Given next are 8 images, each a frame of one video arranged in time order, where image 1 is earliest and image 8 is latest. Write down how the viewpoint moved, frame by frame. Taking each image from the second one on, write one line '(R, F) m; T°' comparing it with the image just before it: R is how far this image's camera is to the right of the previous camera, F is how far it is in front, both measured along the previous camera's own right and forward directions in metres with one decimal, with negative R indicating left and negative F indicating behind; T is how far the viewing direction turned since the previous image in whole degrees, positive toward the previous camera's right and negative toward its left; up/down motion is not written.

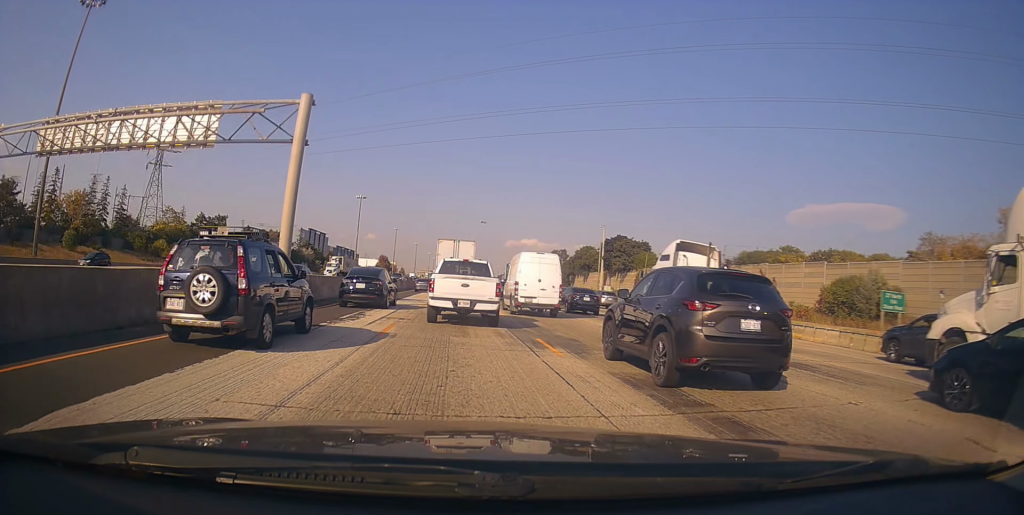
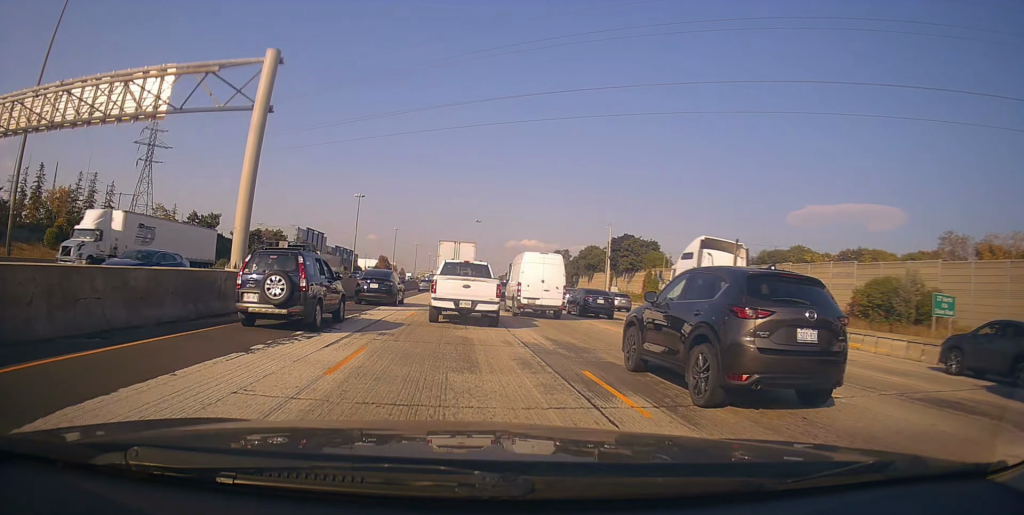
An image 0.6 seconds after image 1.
(0.0, +4.9) m; +1°
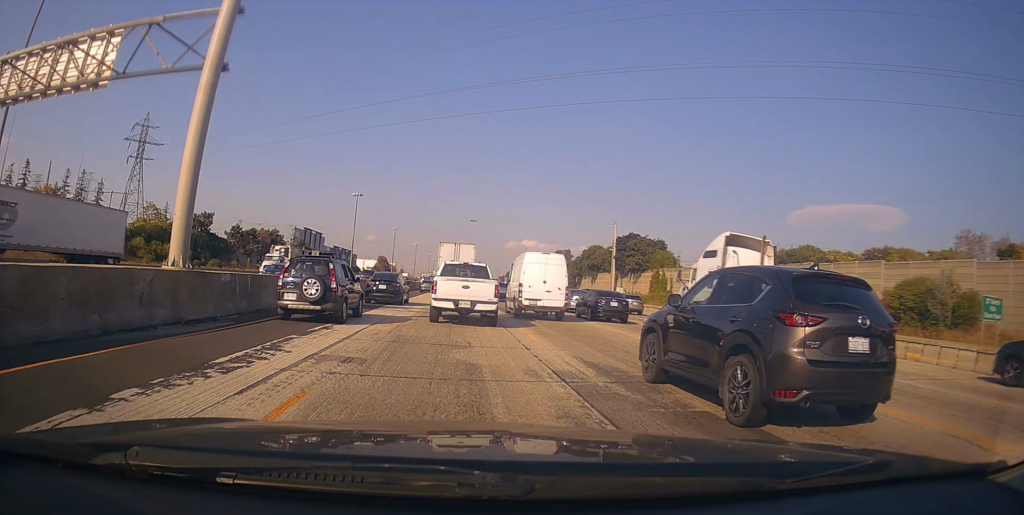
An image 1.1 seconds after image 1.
(-0.1, +4.1) m; +1°
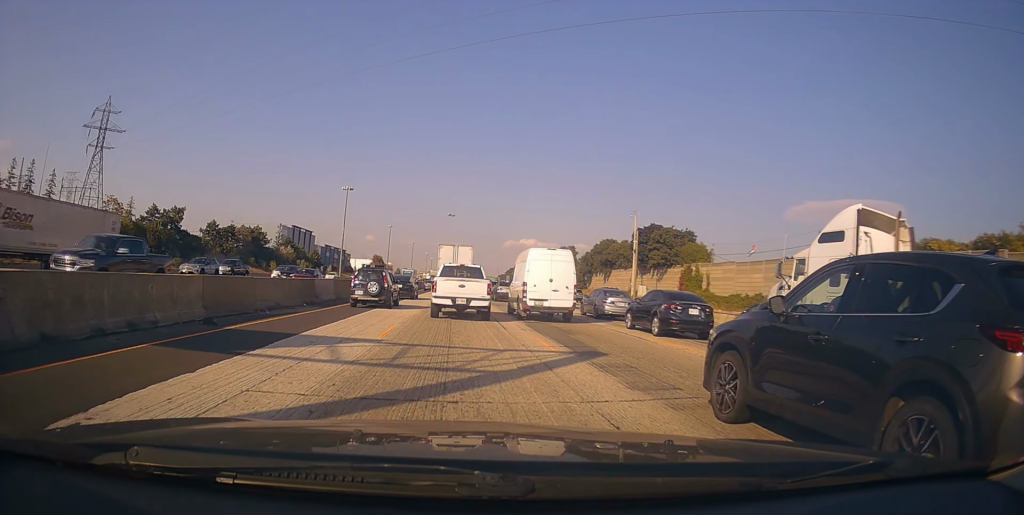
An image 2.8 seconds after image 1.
(+0.9, +14.5) m; +2°
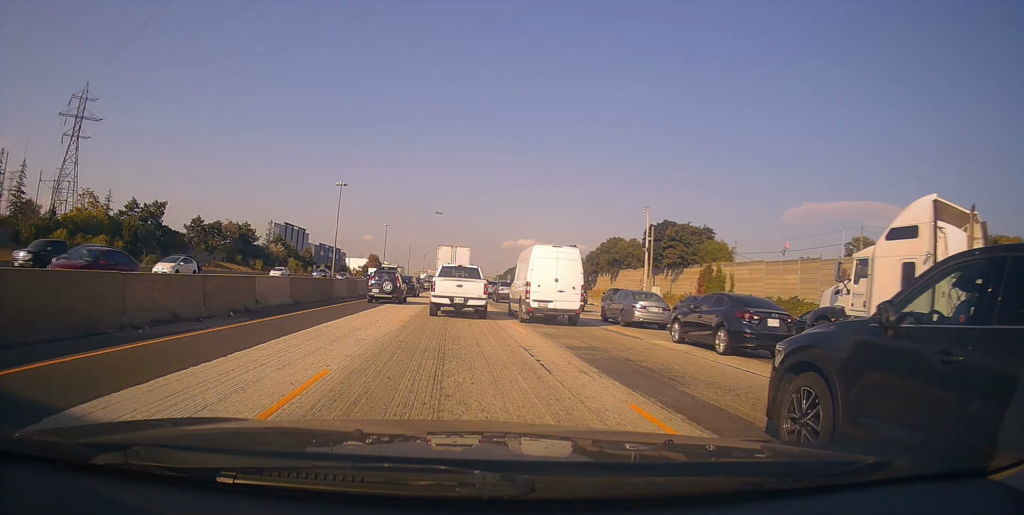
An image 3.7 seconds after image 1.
(-0.3, +7.9) m; -1°
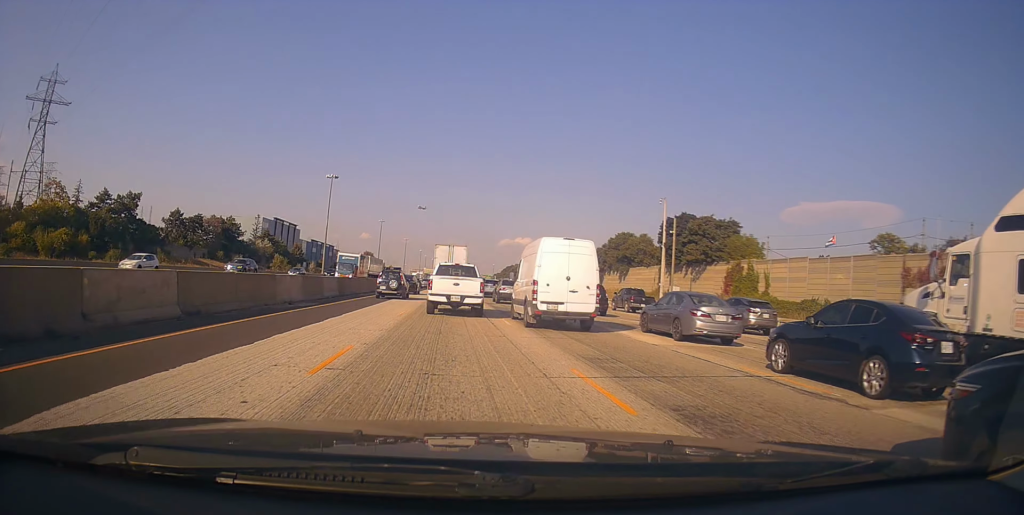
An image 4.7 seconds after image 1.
(+0.2, +9.3) m; +1°
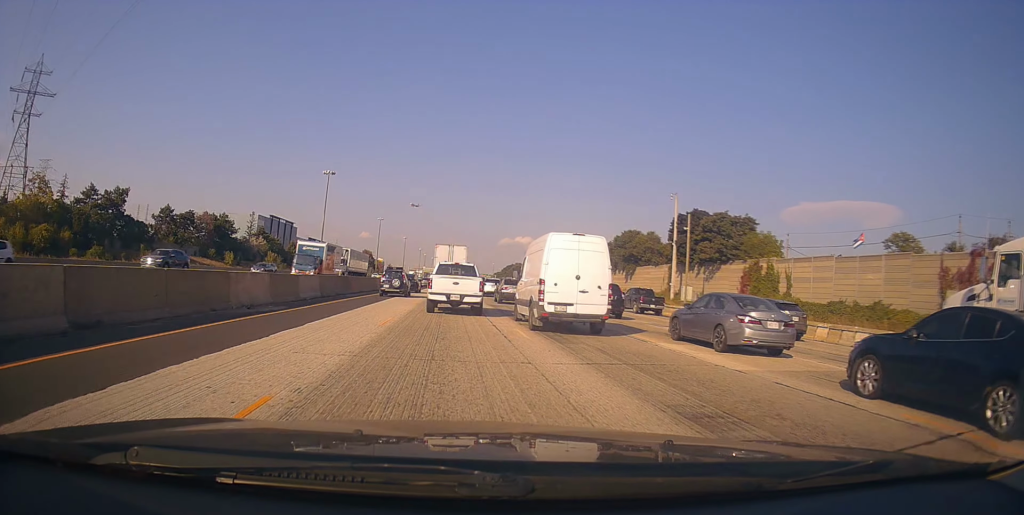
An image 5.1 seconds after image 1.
(+0.1, +4.6) m; 0°
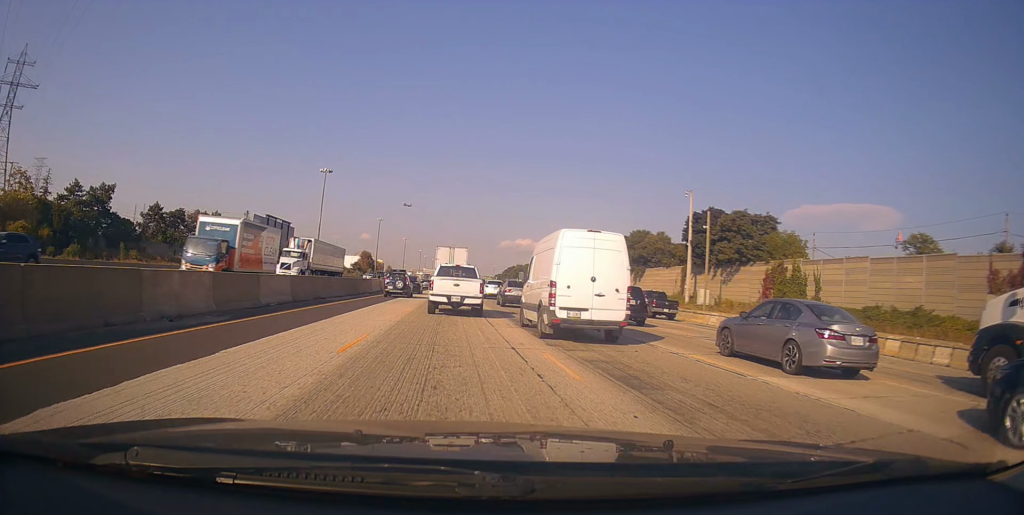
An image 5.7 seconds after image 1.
(-0.2, +5.3) m; 0°
